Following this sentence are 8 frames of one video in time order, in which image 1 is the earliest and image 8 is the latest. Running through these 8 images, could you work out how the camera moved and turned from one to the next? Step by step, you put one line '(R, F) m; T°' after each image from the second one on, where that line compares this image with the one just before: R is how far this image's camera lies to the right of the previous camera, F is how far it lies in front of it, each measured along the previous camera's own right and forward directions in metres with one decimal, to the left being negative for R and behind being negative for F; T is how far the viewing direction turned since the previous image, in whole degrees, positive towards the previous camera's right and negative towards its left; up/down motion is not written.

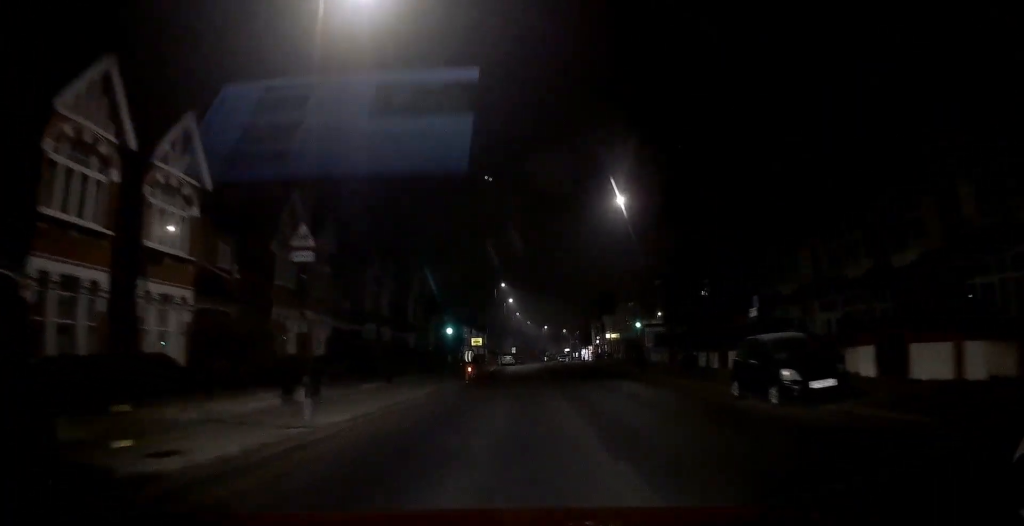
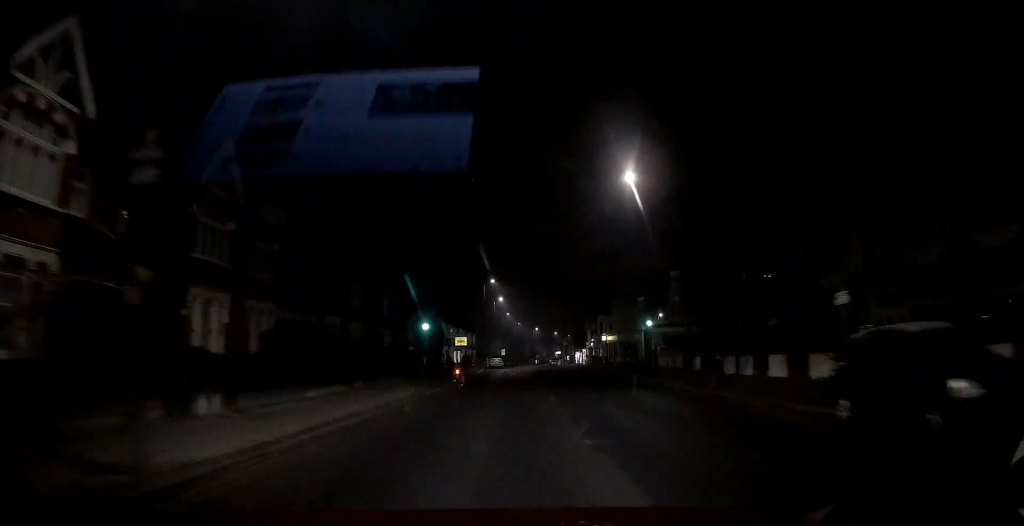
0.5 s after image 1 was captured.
(0.0, +5.2) m; 0°
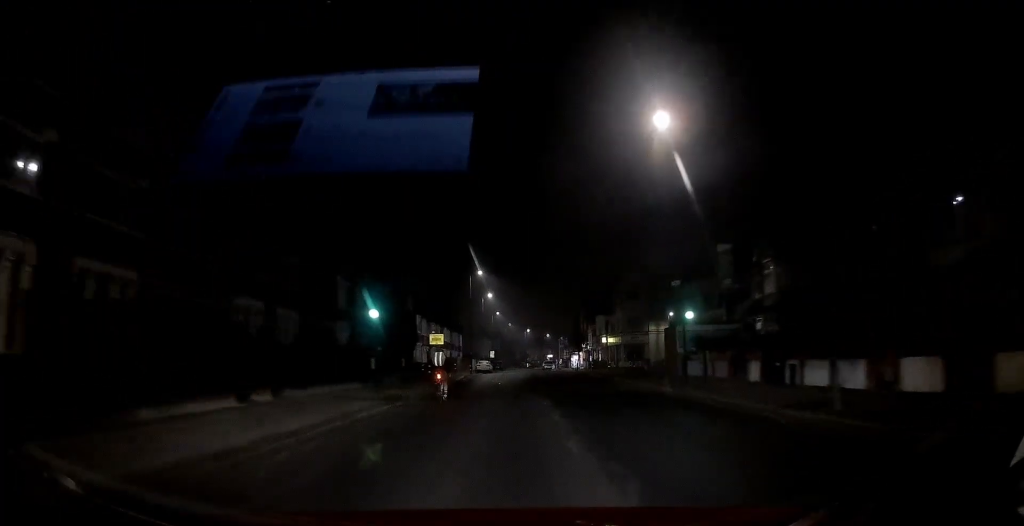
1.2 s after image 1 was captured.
(+0.1, +8.6) m; +1°
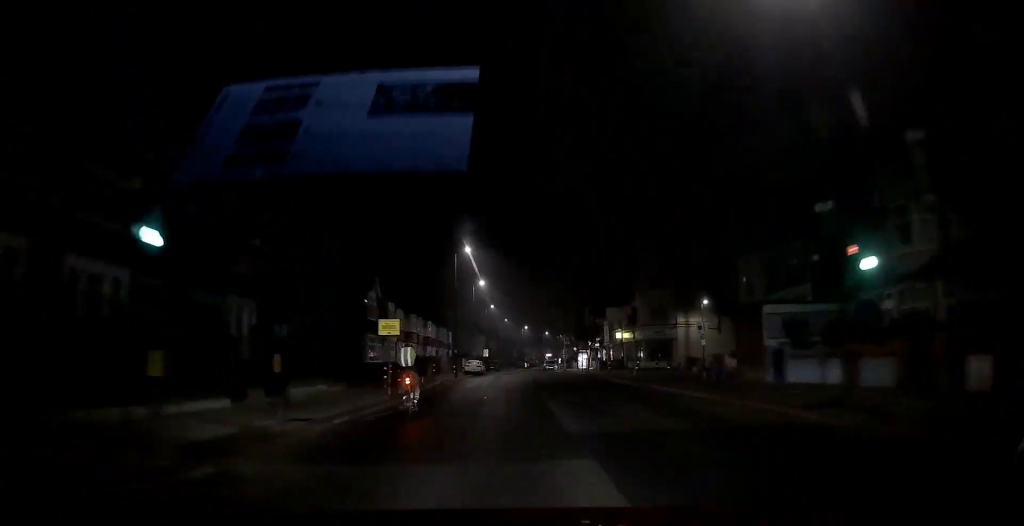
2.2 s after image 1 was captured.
(+0.1, +12.5) m; +1°
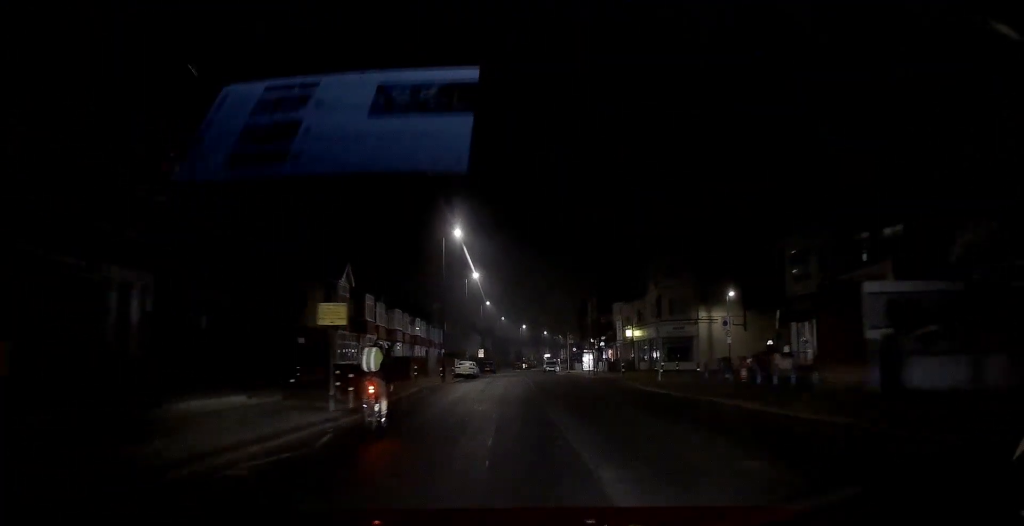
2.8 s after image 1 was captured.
(0.0, +7.1) m; 0°
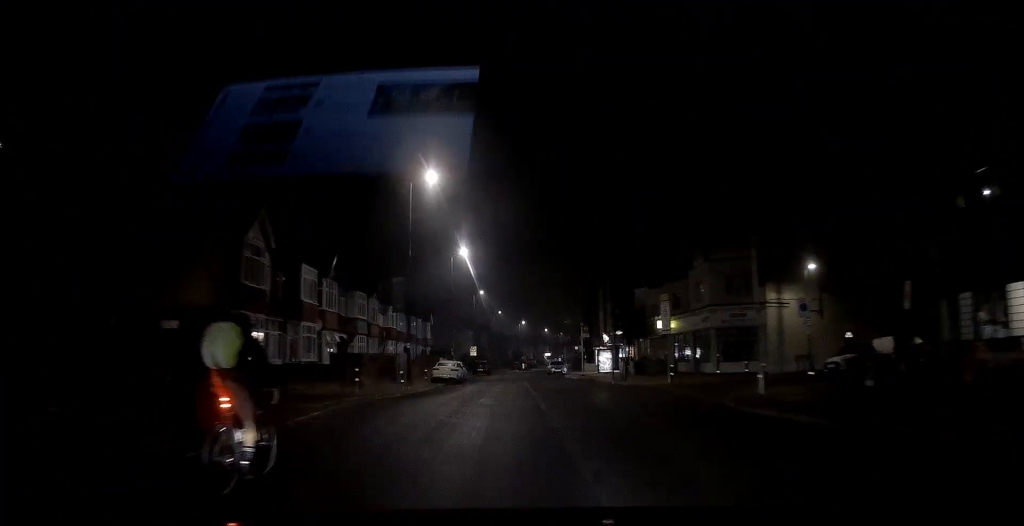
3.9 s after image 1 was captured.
(+0.1, +13.8) m; 0°
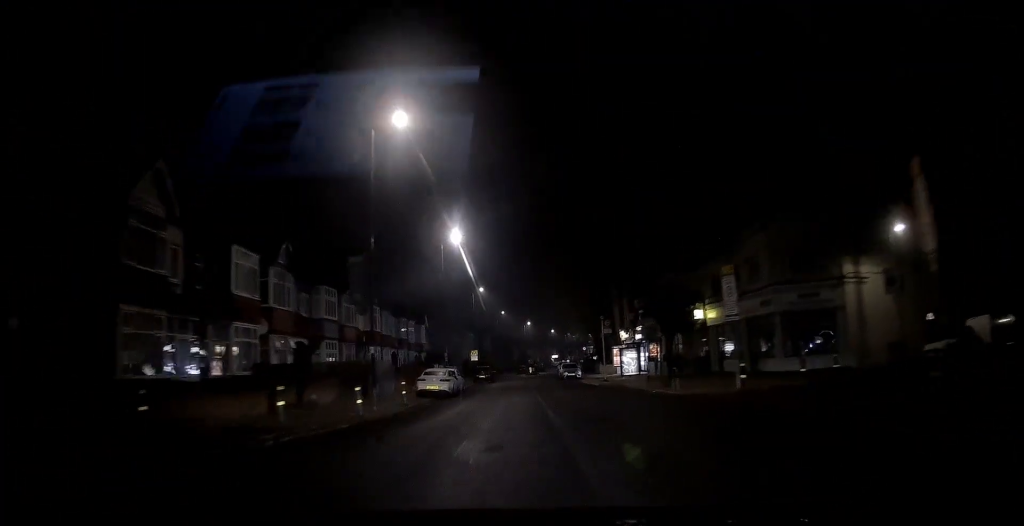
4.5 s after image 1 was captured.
(0.0, +9.0) m; 0°
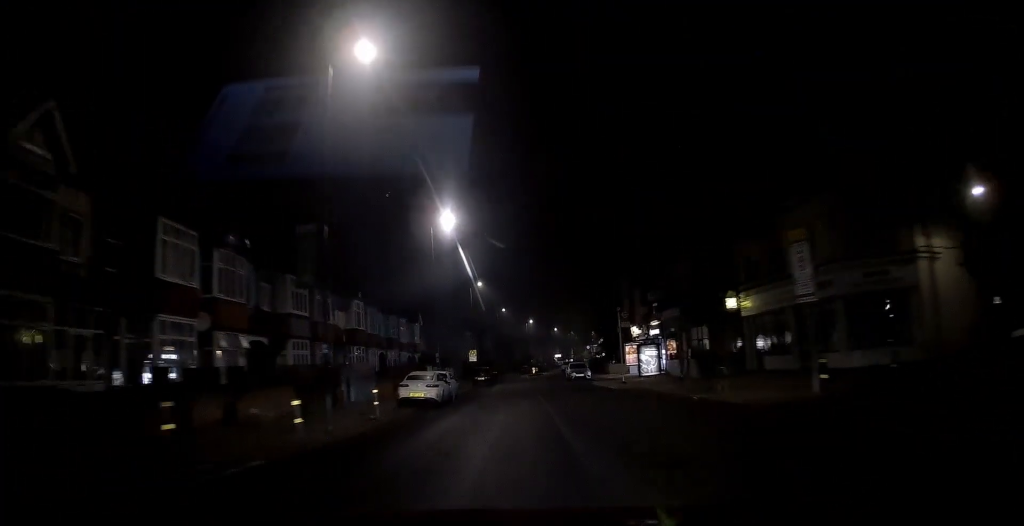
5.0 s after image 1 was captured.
(0.0, +6.2) m; 0°
